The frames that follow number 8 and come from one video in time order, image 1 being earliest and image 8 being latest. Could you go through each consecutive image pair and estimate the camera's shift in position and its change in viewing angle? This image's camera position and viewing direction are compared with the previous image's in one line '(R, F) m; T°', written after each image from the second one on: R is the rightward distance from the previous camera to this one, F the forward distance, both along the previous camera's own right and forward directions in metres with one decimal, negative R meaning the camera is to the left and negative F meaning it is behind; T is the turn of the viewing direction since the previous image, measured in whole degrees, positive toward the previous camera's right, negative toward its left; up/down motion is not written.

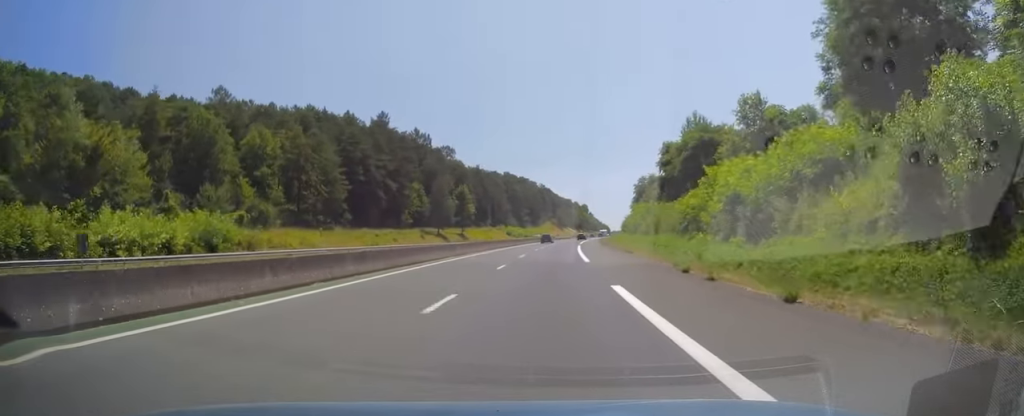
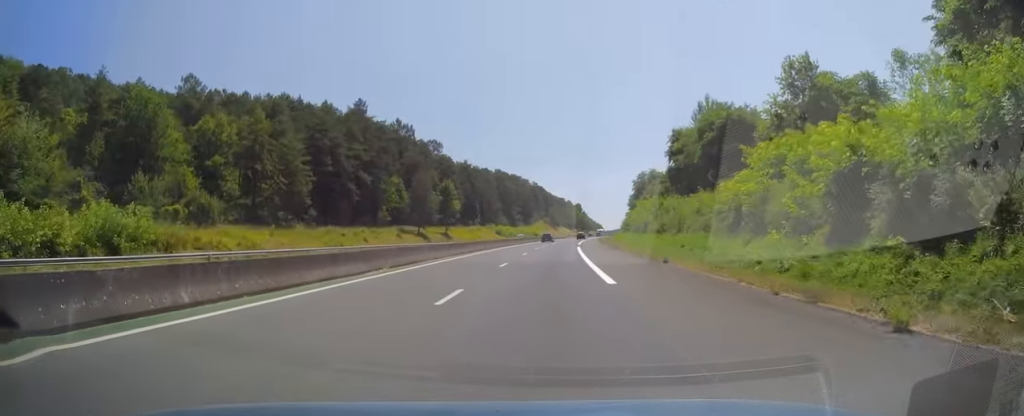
(+0.2, +12.2) m; 0°
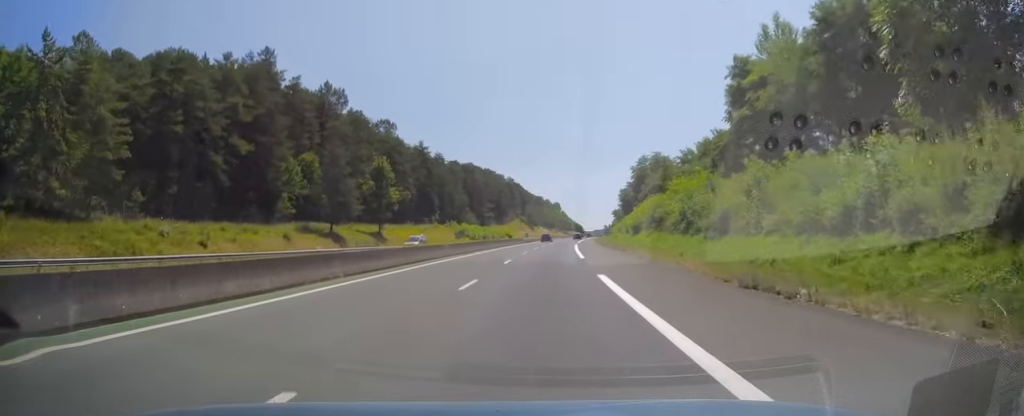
(+0.2, +35.6) m; +2°
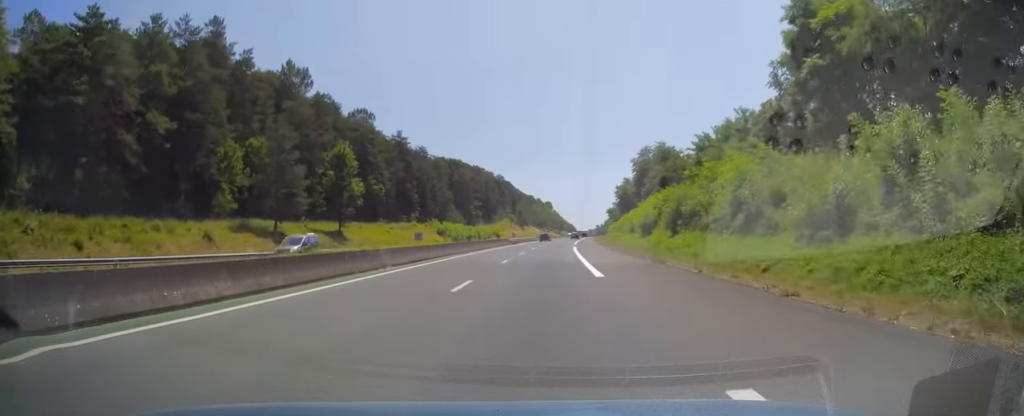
(+0.3, +13.7) m; +1°
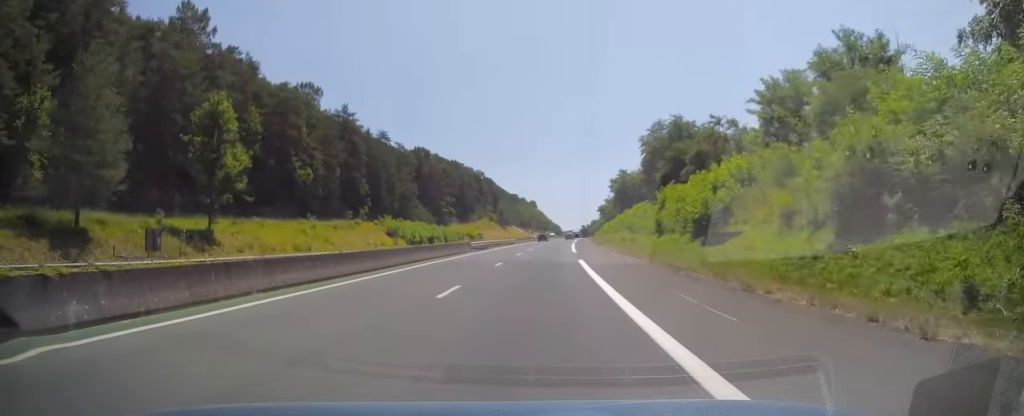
(+0.6, +27.4) m; +2°
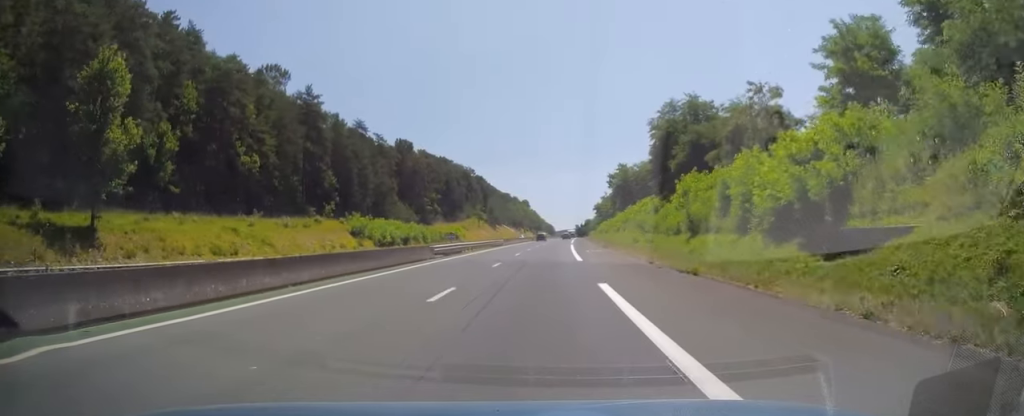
(0.0, +13.7) m; +1°
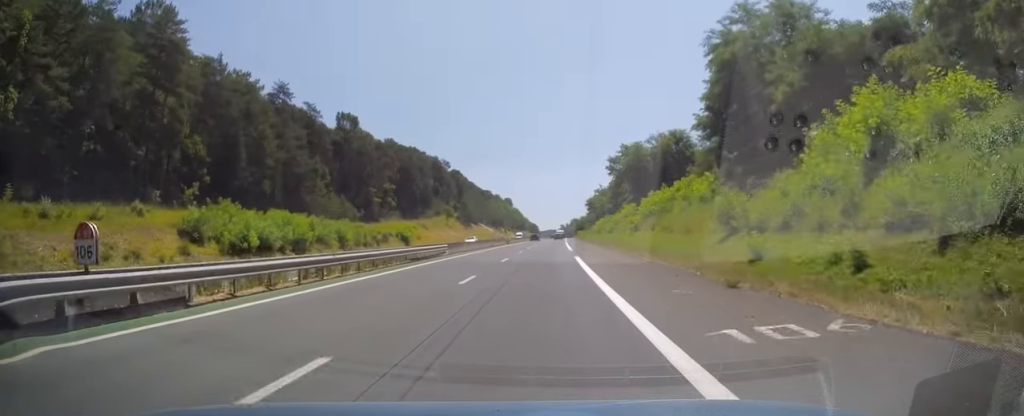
(+0.5, +34.8) m; +1°
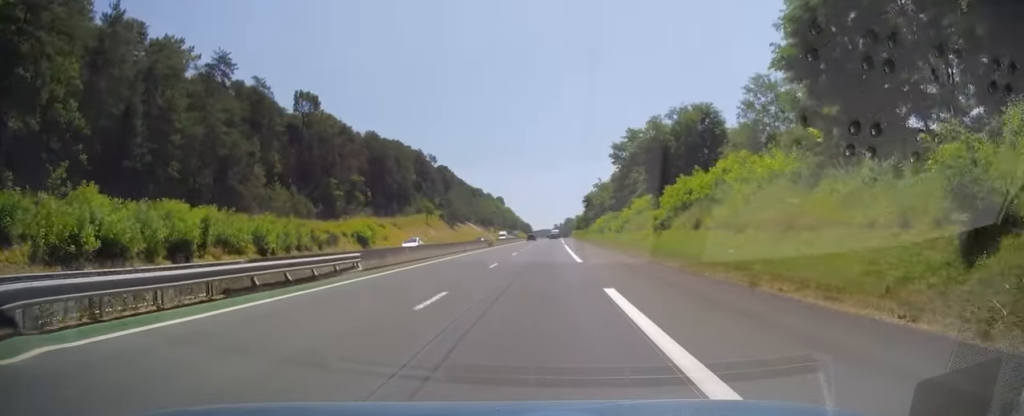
(0.0, +18.5) m; +1°
